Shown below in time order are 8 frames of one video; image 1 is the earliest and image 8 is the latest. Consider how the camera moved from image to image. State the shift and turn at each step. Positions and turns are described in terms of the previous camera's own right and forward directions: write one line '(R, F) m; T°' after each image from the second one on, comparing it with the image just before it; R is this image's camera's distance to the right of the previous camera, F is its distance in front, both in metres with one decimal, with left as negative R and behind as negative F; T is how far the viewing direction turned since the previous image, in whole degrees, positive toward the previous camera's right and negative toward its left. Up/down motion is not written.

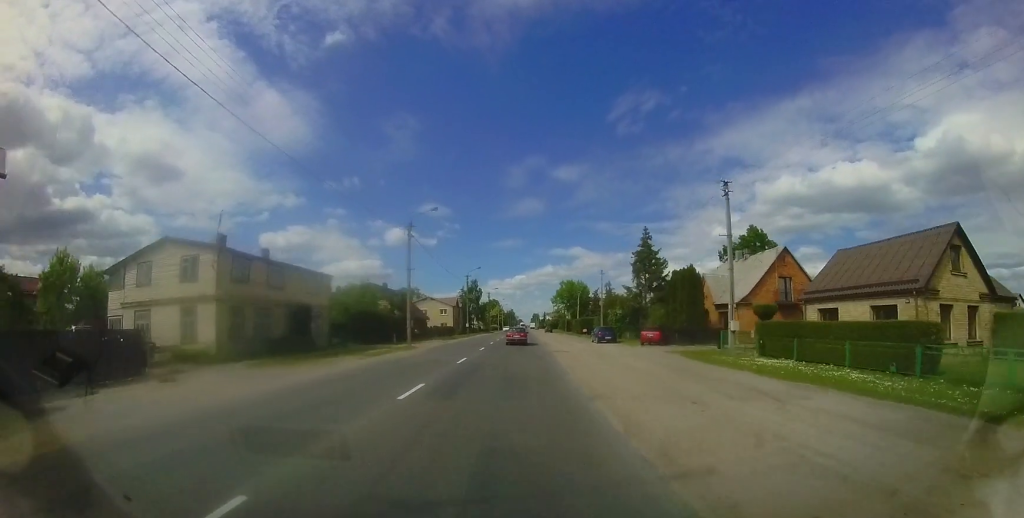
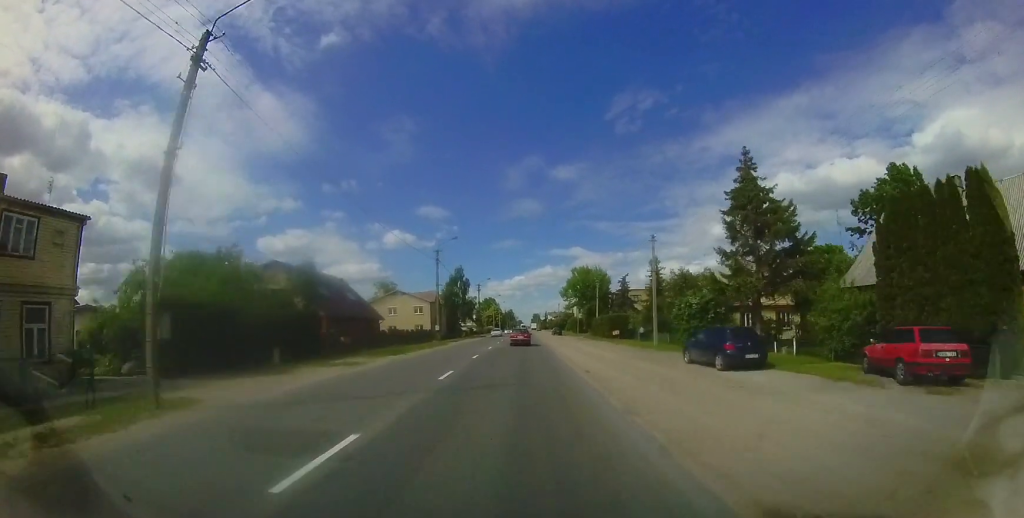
(+0.2, +21.1) m; +3°
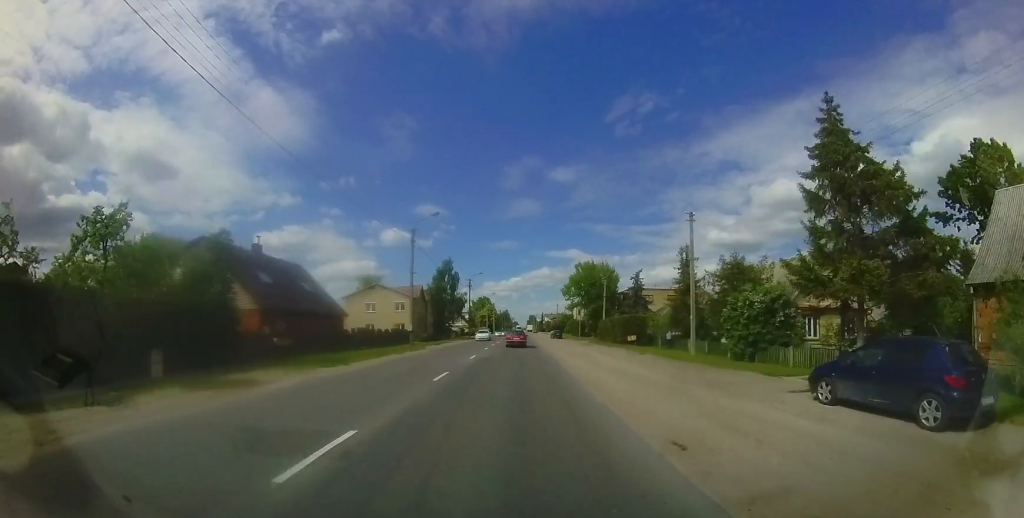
(+0.2, +8.3) m; +1°
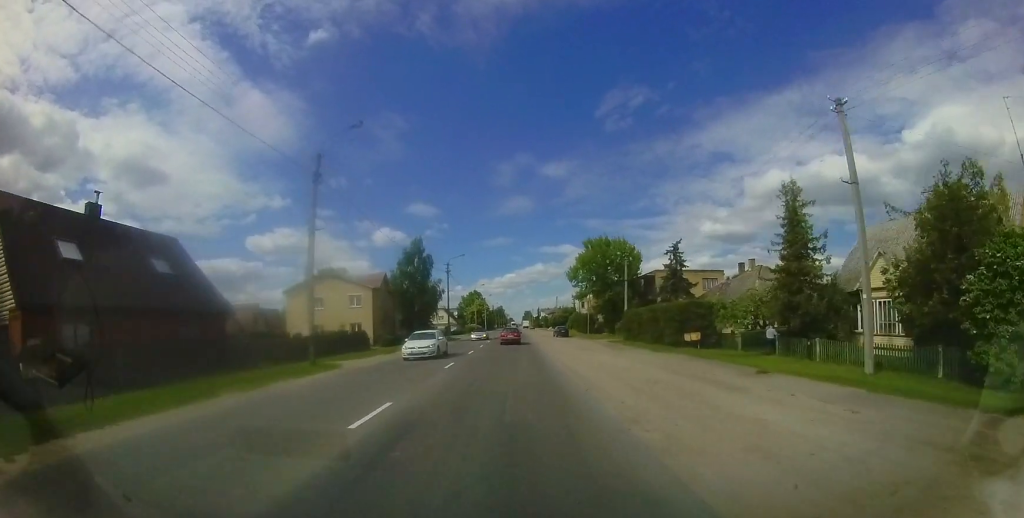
(+0.3, +14.3) m; +1°
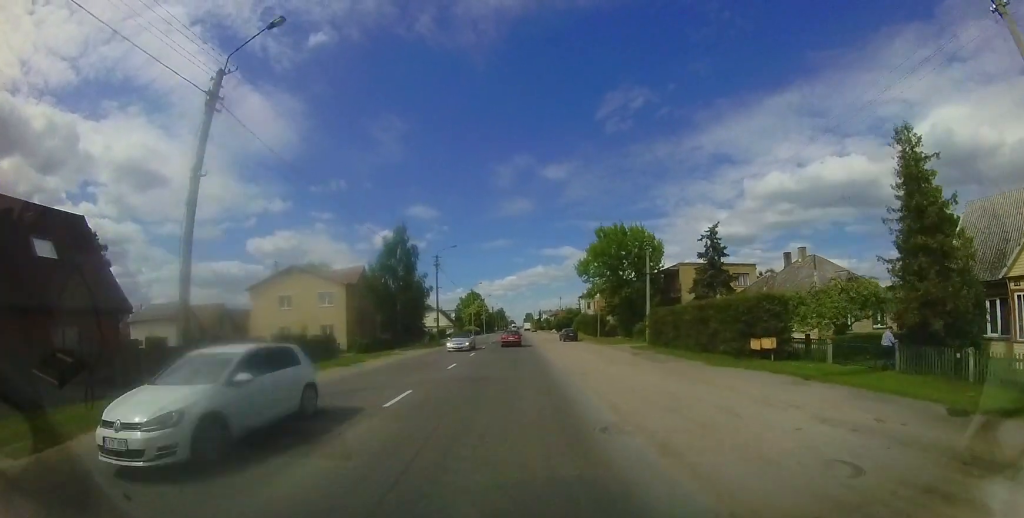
(-0.2, +7.1) m; 0°
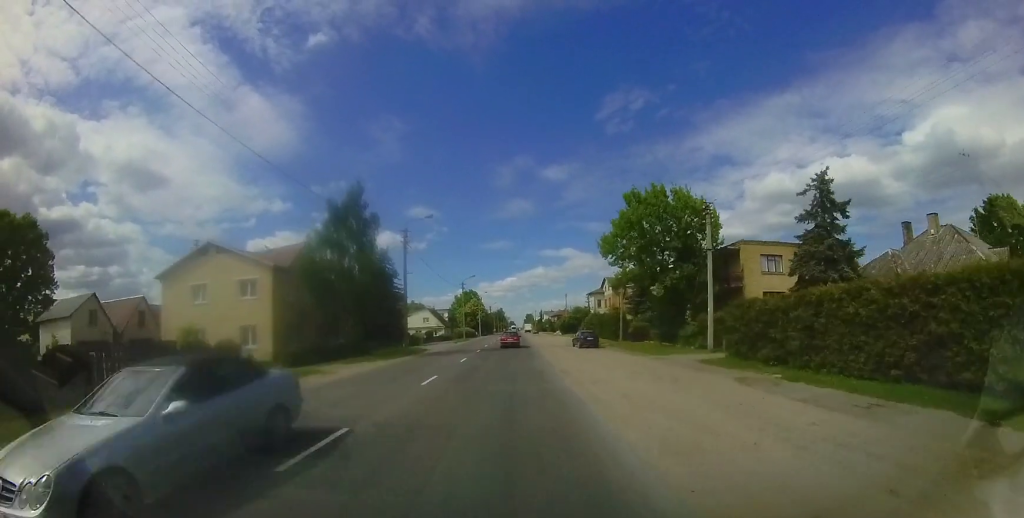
(+0.2, +11.8) m; 0°
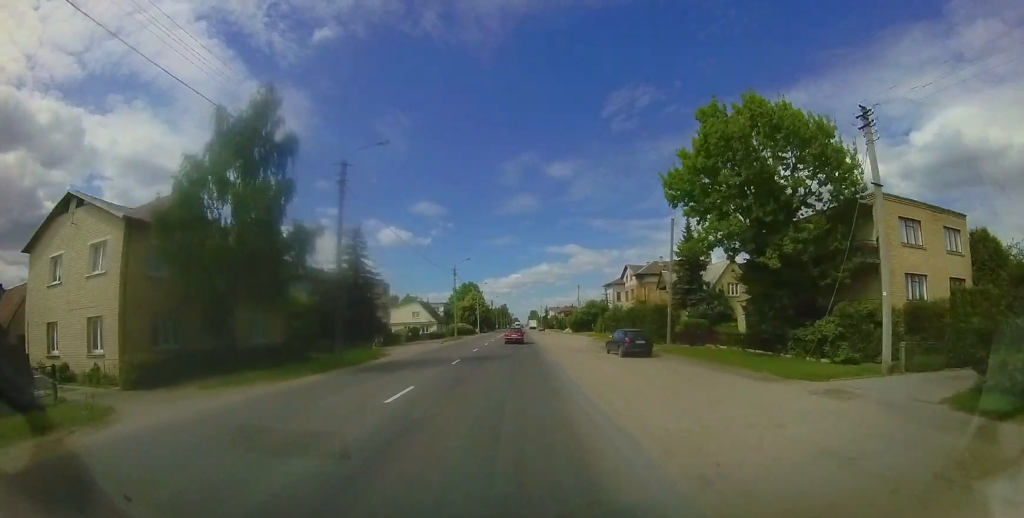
(-0.1, +12.2) m; 0°
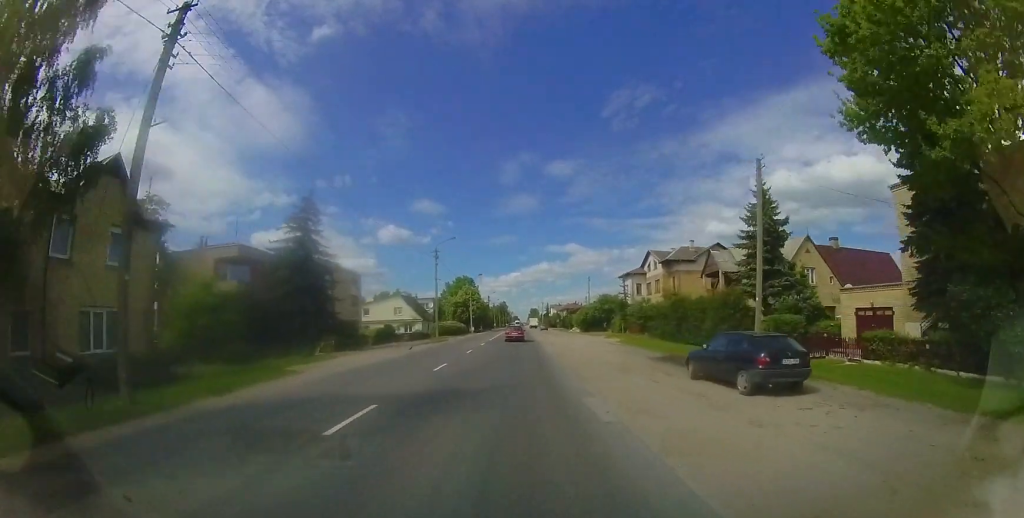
(-0.1, +10.9) m; -1°
